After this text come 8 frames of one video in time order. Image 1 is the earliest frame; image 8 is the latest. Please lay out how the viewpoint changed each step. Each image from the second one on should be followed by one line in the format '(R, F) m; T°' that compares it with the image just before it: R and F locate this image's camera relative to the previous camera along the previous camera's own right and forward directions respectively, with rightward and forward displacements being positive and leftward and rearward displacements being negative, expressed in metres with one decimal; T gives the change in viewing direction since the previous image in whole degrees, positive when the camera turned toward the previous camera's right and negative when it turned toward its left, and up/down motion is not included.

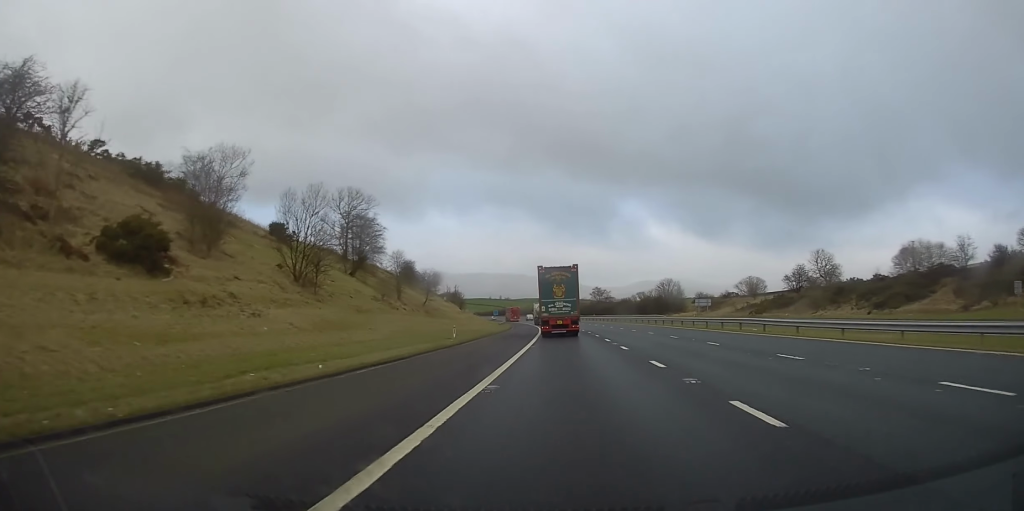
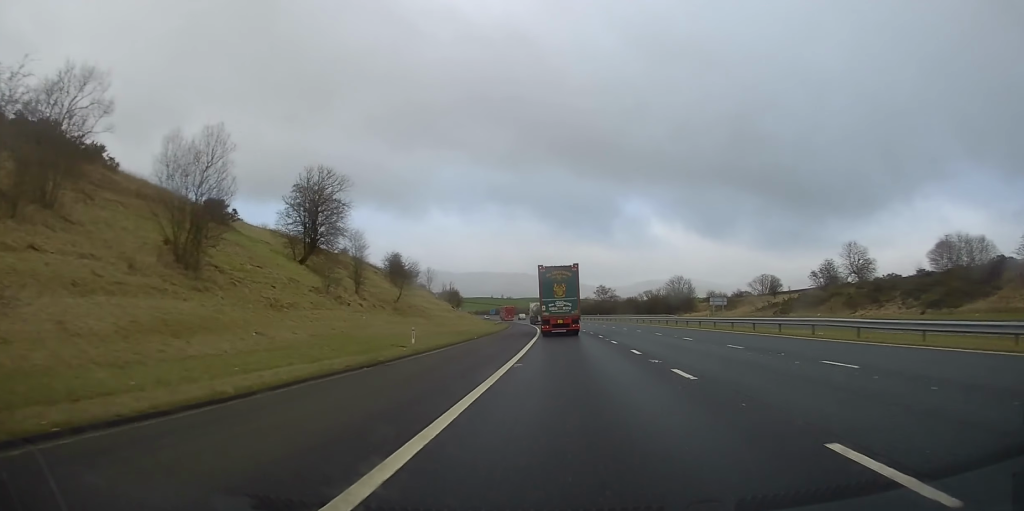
(0.0, +12.9) m; 0°
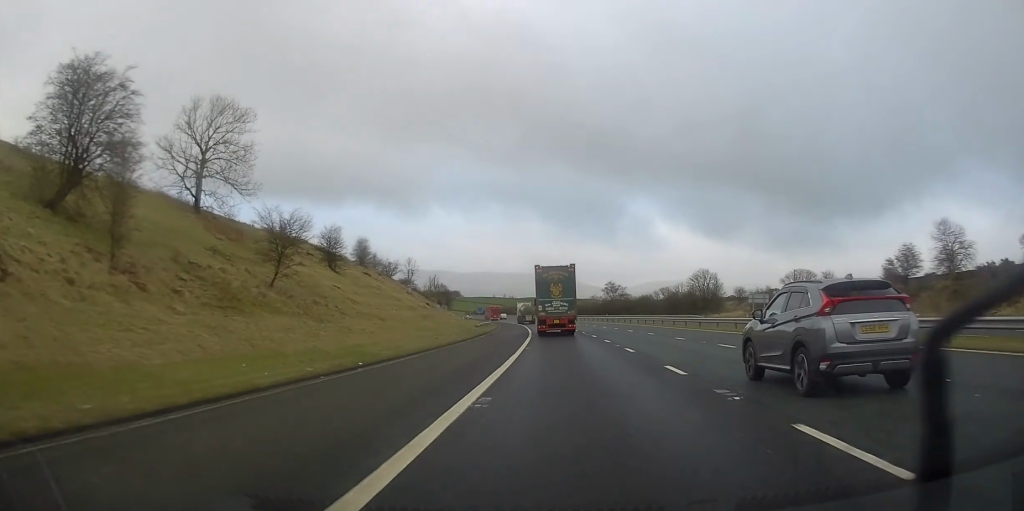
(-0.1, +25.7) m; 0°
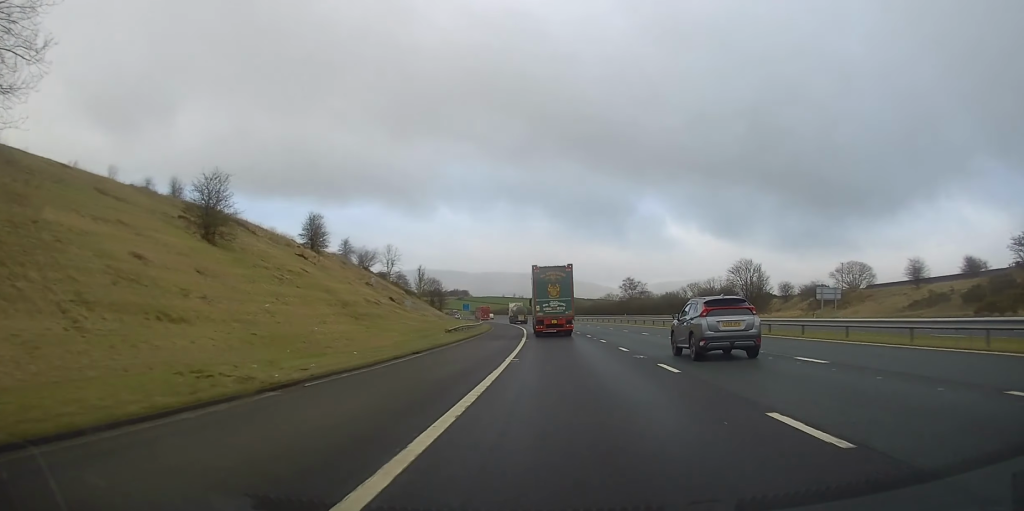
(-0.1, +25.8) m; -1°
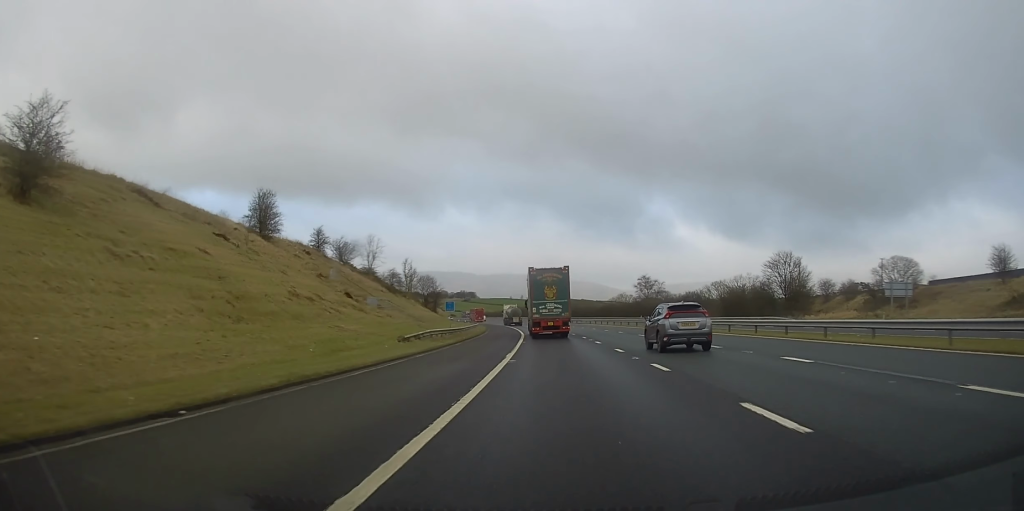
(-0.1, +17.5) m; -1°
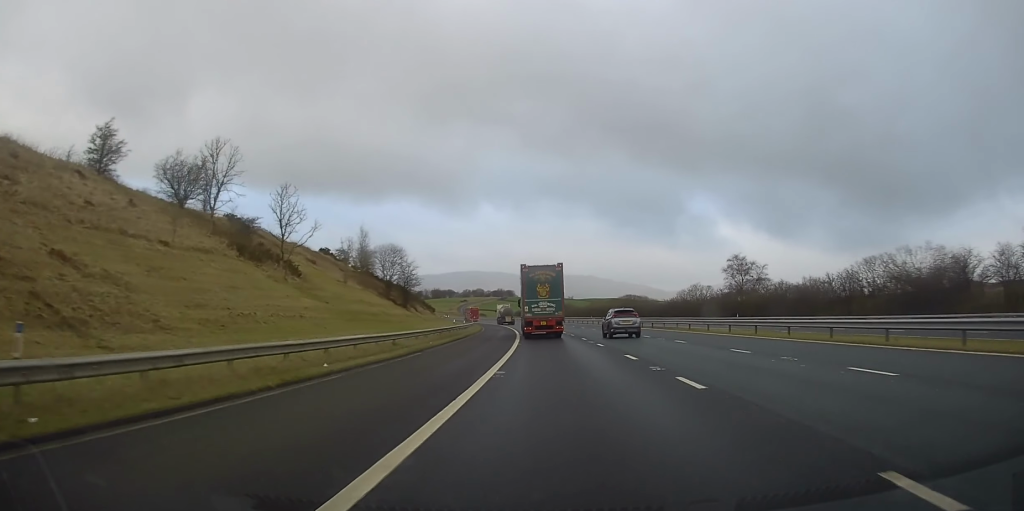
(-1.1, +56.6) m; -3°
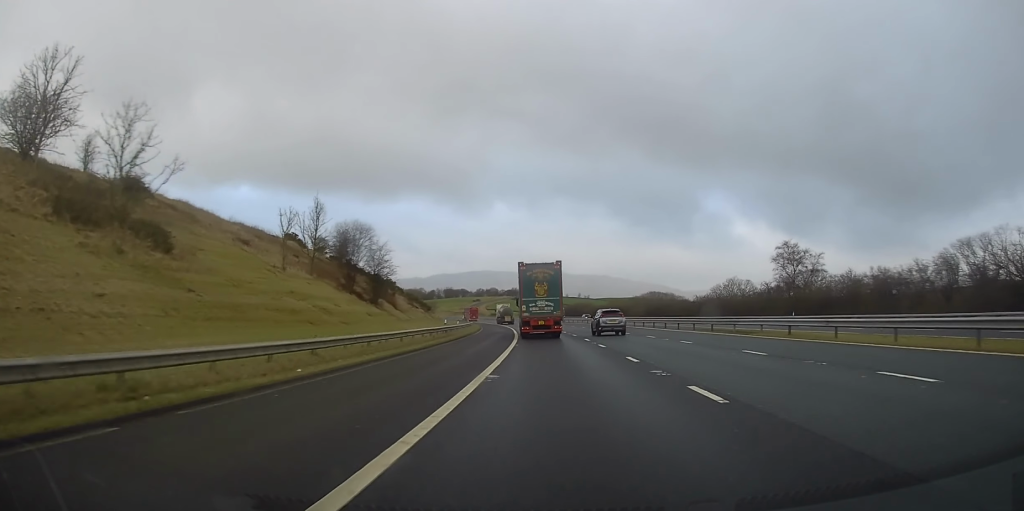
(-0.2, +19.2) m; -1°
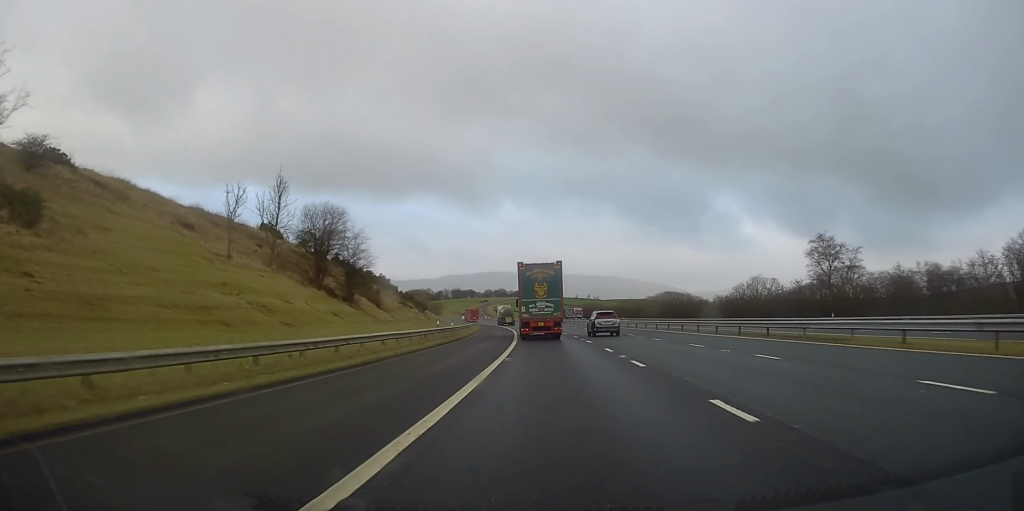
(-0.1, +10.3) m; -1°
